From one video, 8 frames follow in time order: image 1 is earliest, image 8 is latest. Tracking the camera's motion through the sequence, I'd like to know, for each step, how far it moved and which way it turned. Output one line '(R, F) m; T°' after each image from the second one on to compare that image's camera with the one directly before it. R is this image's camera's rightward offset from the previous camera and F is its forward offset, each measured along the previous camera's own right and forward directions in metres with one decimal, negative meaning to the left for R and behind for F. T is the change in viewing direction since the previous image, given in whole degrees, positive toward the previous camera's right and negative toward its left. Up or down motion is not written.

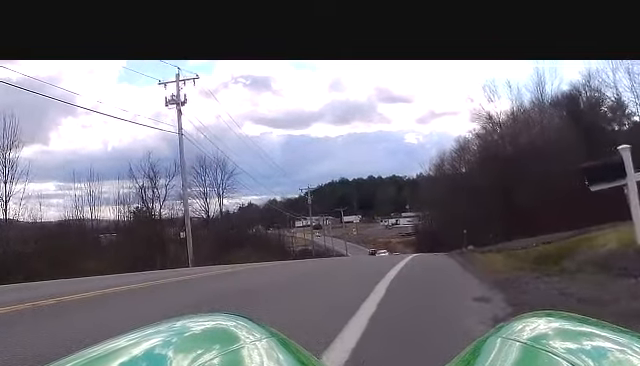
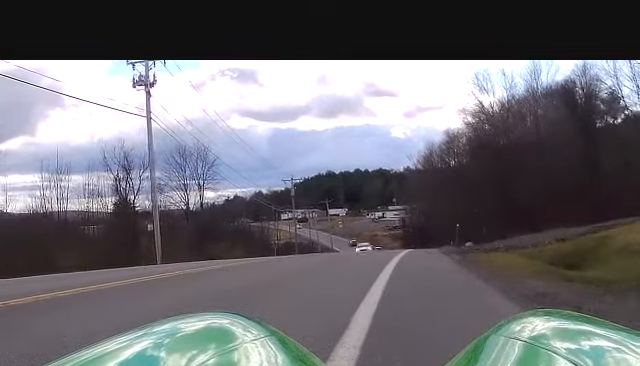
(+0.1, +4.1) m; +1°
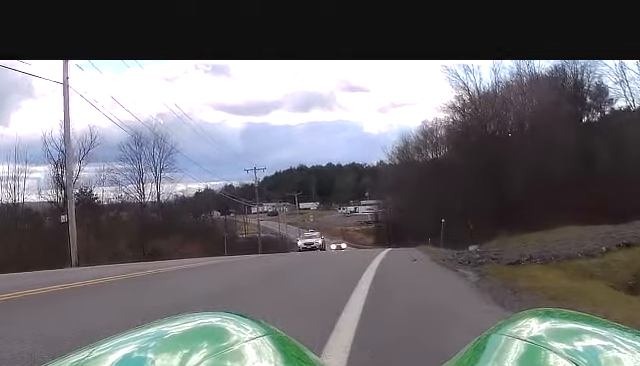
(+0.3, +8.9) m; +2°
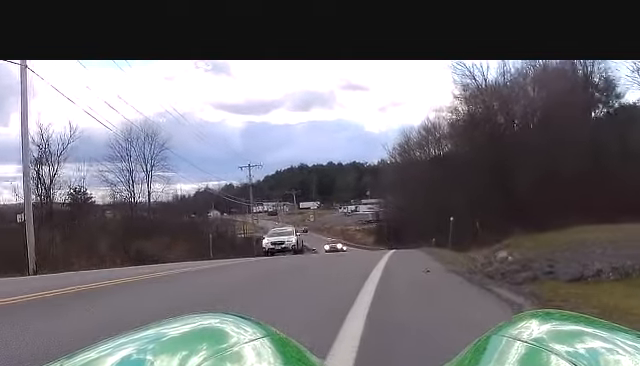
(0.0, +4.8) m; 0°
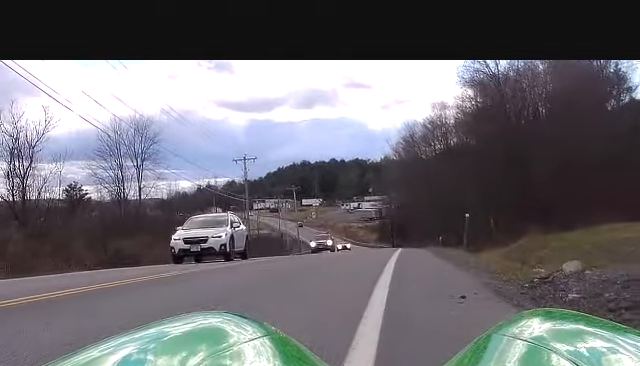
(0.0, +5.8) m; +1°
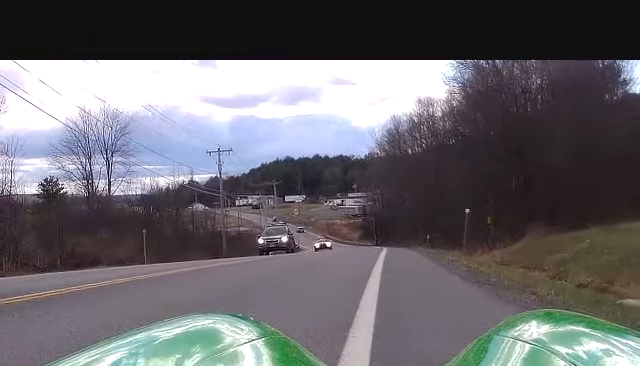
(+0.1, +5.4) m; +1°
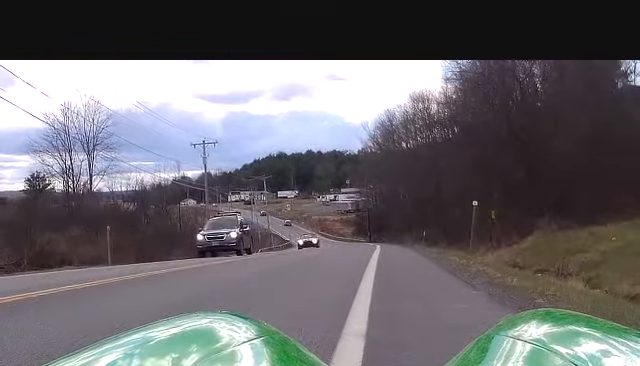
(0.0, +3.6) m; +1°
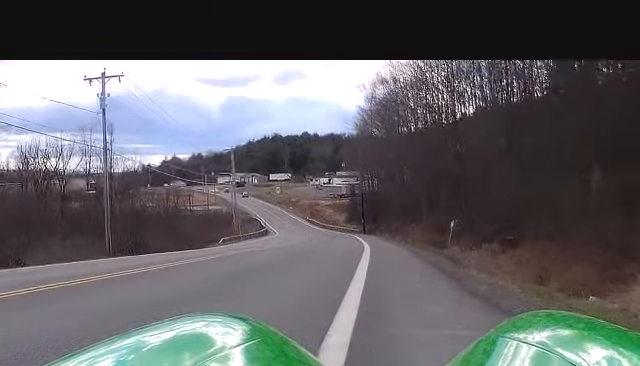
(+0.3, +24.5) m; 0°
